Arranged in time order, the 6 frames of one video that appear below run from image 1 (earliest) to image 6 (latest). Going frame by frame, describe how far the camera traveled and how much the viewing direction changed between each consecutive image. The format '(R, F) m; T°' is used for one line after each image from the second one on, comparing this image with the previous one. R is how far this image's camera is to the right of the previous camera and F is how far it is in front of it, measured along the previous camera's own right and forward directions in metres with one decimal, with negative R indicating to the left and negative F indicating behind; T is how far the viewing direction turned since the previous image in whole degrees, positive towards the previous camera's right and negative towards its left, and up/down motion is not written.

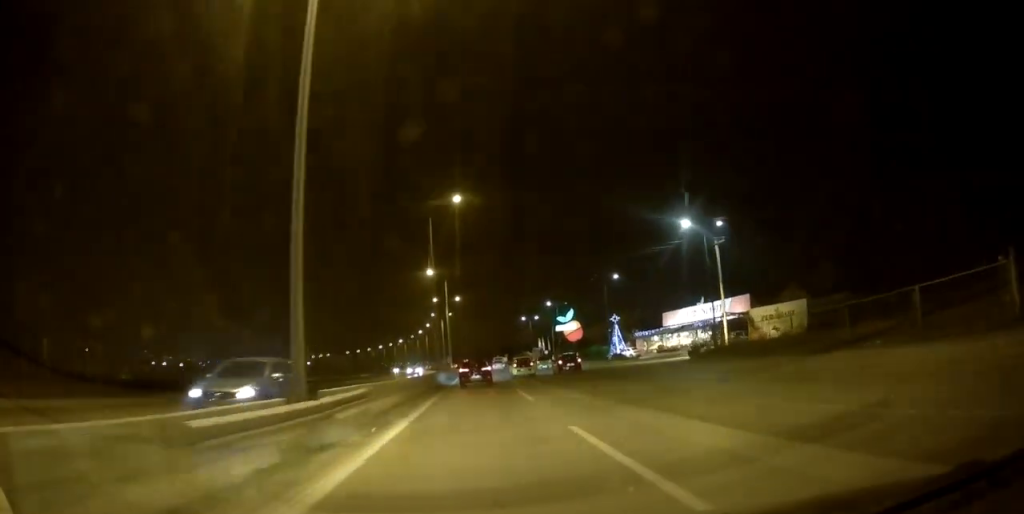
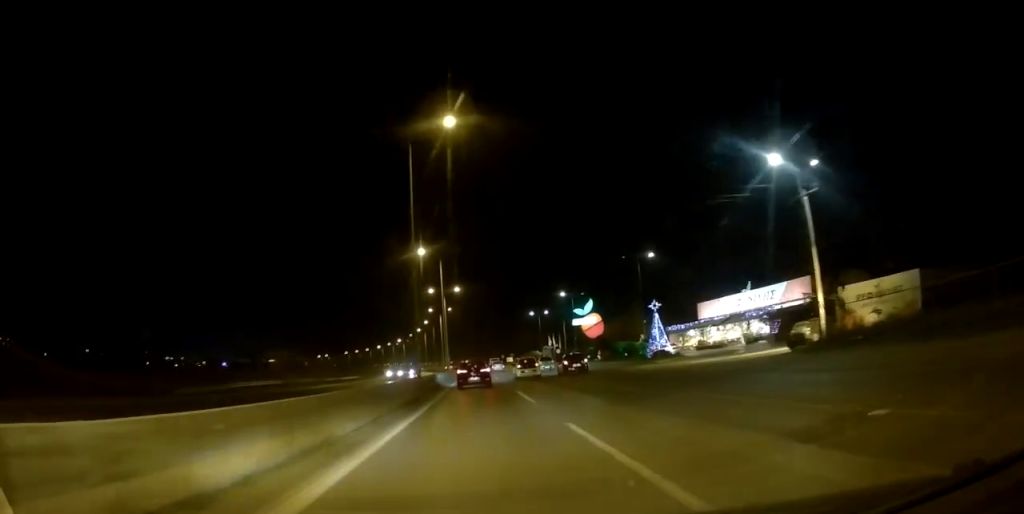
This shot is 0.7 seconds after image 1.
(-0.2, +14.7) m; 0°
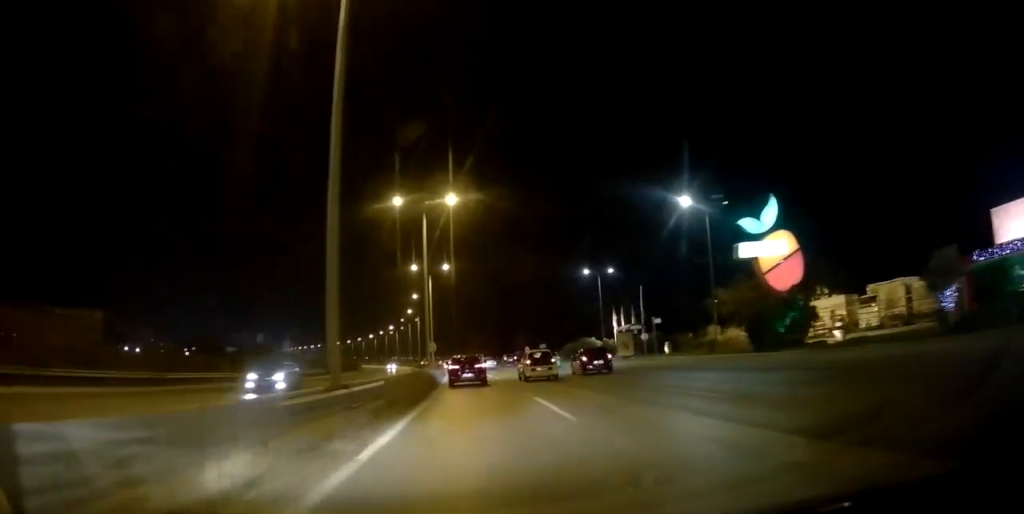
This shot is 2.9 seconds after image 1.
(+0.6, +50.6) m; -1°
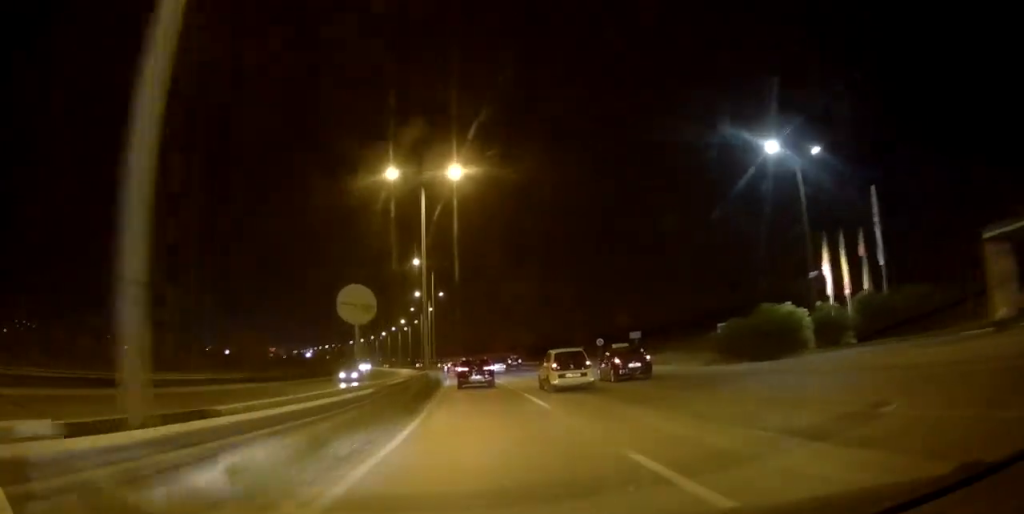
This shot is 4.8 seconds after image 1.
(-0.9, +40.9) m; -2°
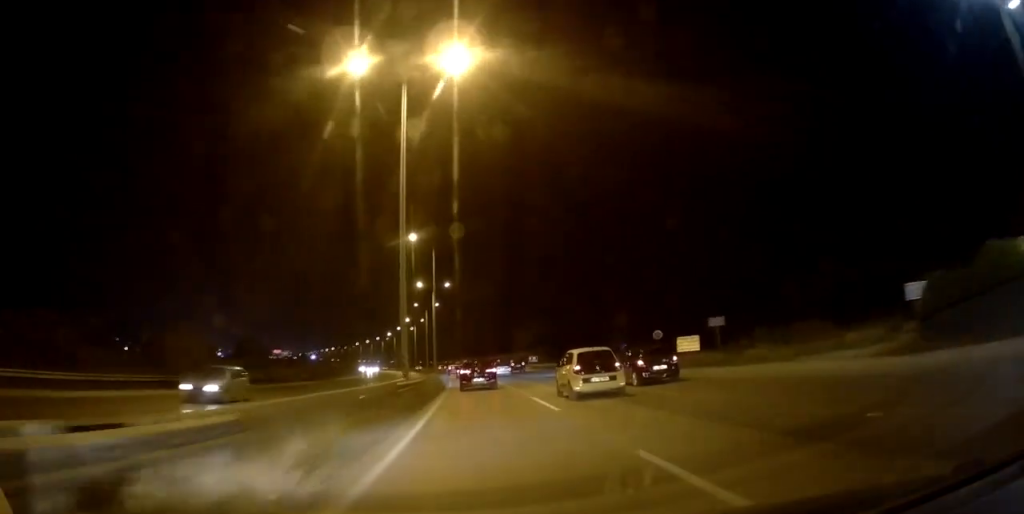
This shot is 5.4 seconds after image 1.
(-0.2, +15.3) m; -1°
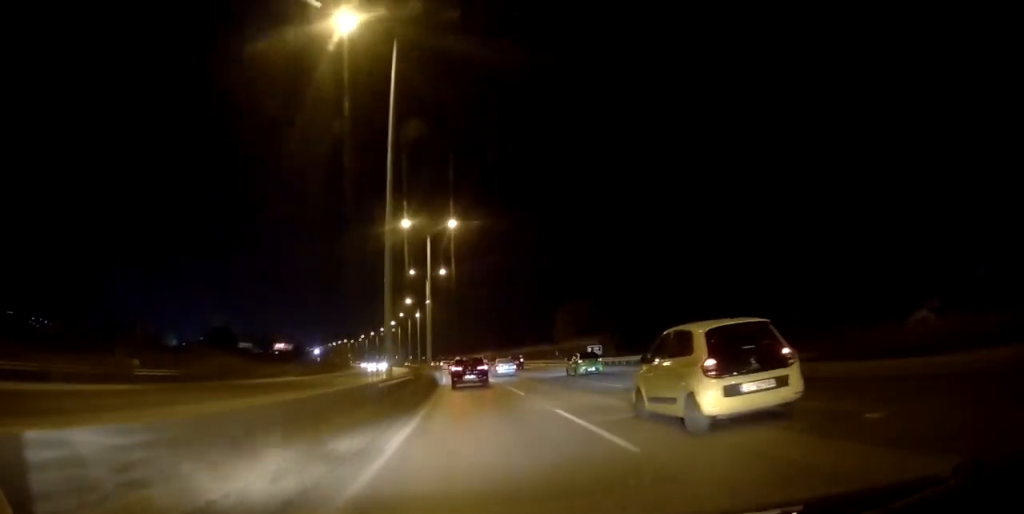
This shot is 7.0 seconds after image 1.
(-0.8, +37.0) m; -3°
